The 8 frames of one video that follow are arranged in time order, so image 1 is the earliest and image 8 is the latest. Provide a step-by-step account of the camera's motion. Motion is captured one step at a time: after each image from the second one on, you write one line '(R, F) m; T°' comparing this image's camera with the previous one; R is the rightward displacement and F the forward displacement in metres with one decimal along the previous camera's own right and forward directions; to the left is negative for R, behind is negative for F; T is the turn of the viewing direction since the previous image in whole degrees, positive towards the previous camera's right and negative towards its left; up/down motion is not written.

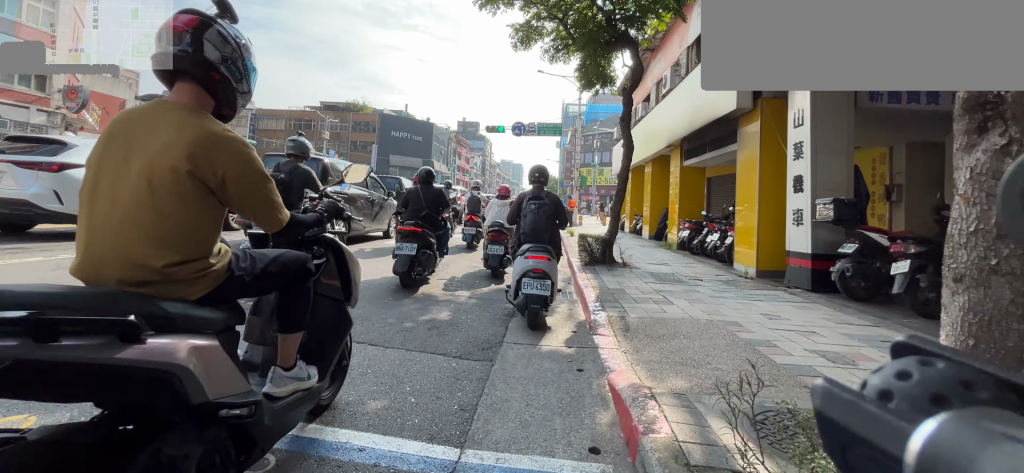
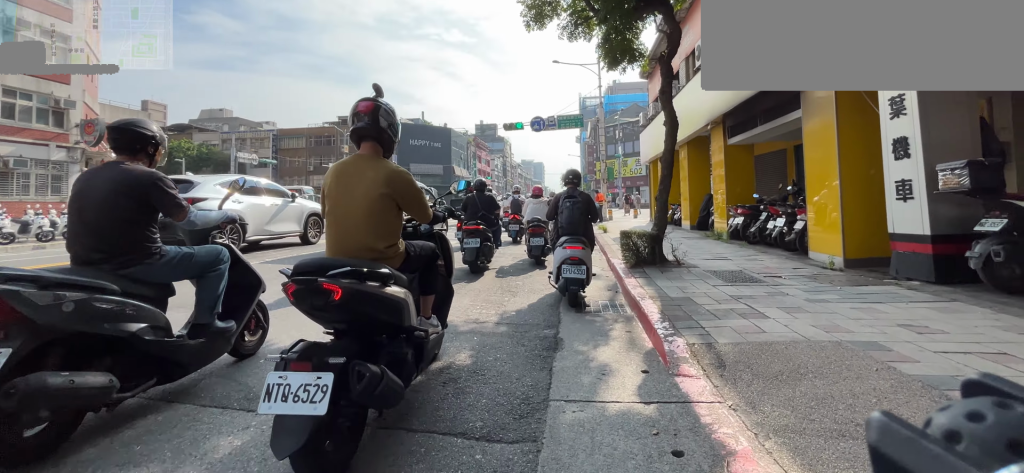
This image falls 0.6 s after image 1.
(0.0, +2.5) m; +1°
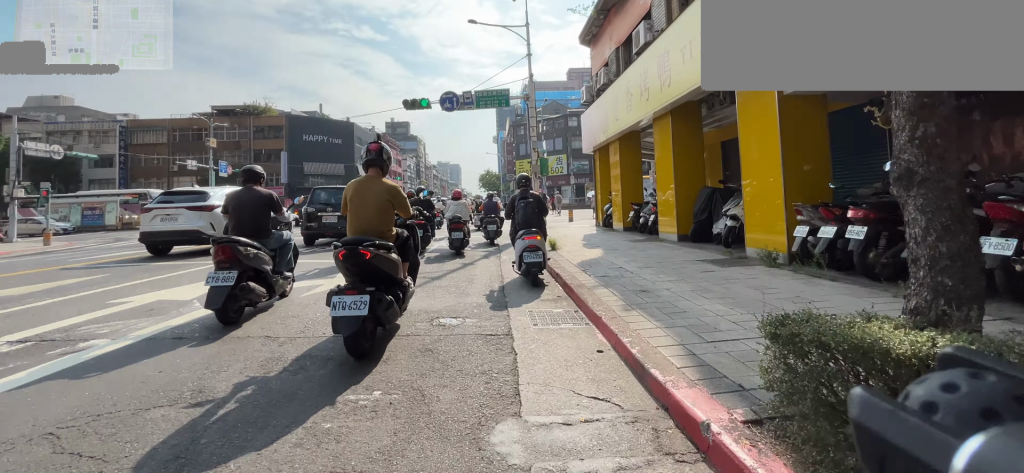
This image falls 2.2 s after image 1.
(+0.1, +7.9) m; +1°
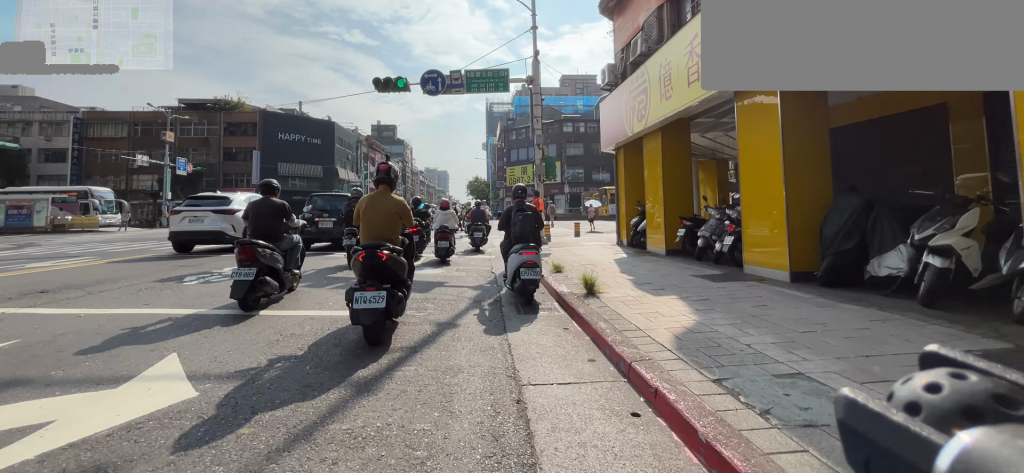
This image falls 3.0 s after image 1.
(0.0, +4.5) m; 0°
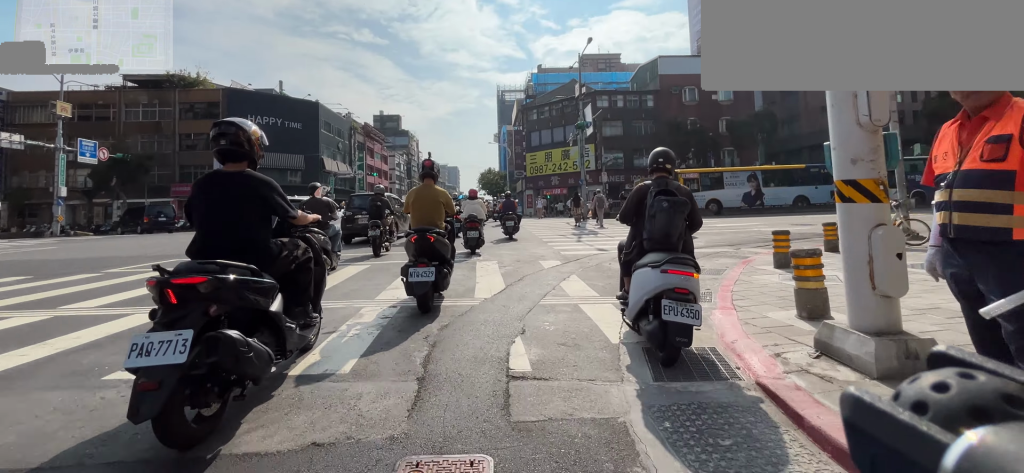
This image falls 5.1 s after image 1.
(+0.1, +13.1) m; +2°
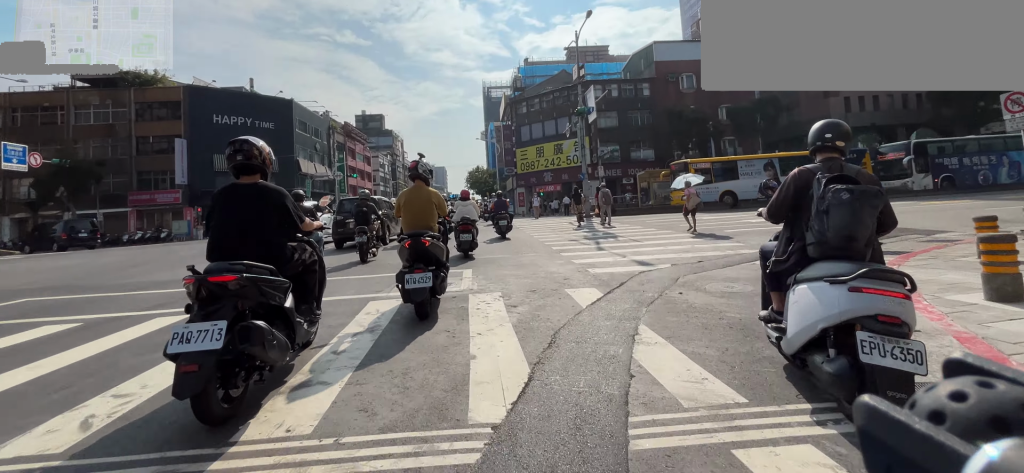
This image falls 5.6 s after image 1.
(+0.1, +3.4) m; +1°
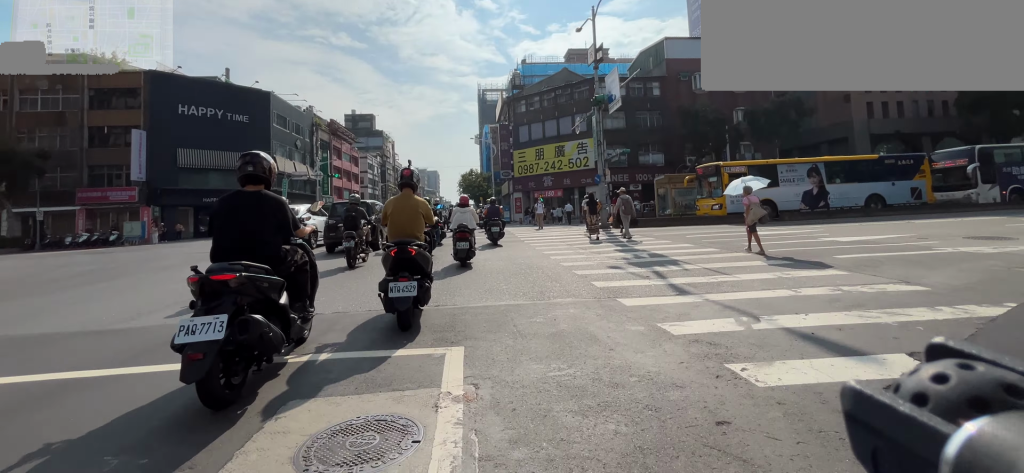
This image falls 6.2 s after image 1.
(0.0, +4.3) m; +1°
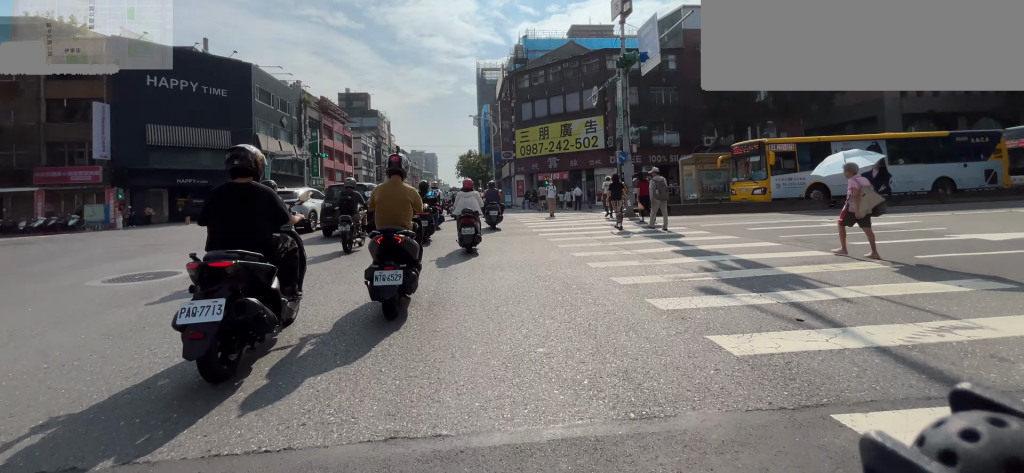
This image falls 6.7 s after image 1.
(-0.1, +3.4) m; +1°
